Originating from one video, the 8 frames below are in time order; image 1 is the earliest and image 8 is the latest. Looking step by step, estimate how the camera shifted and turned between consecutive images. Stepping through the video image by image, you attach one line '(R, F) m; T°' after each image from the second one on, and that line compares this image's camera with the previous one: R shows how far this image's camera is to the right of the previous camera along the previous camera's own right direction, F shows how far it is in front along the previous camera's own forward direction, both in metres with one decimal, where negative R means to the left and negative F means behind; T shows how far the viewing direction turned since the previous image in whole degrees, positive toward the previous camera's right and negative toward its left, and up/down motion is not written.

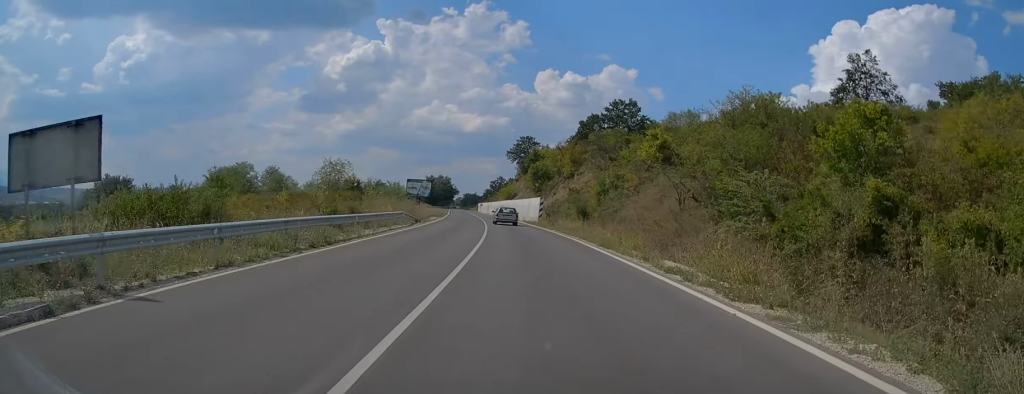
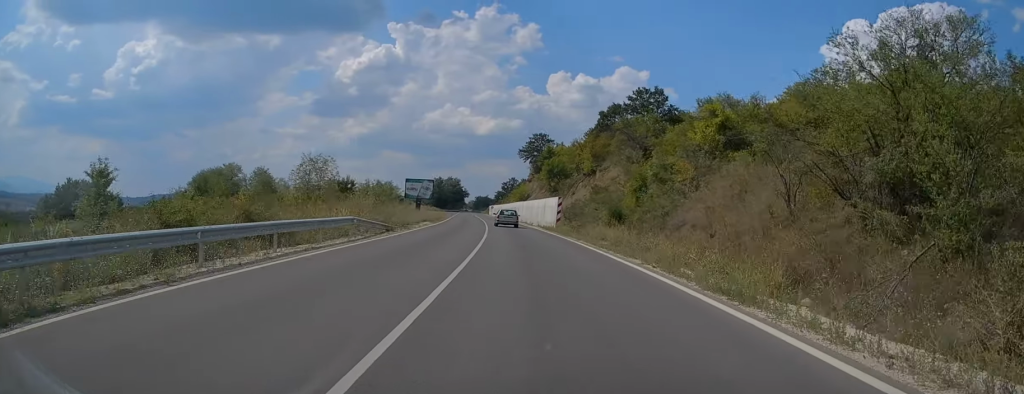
(0.0, +12.8) m; -2°
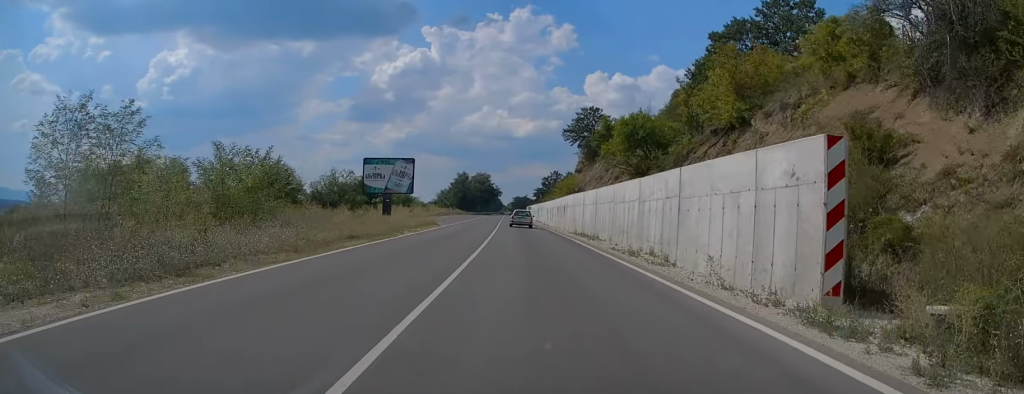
(-2.2, +44.8) m; -5°
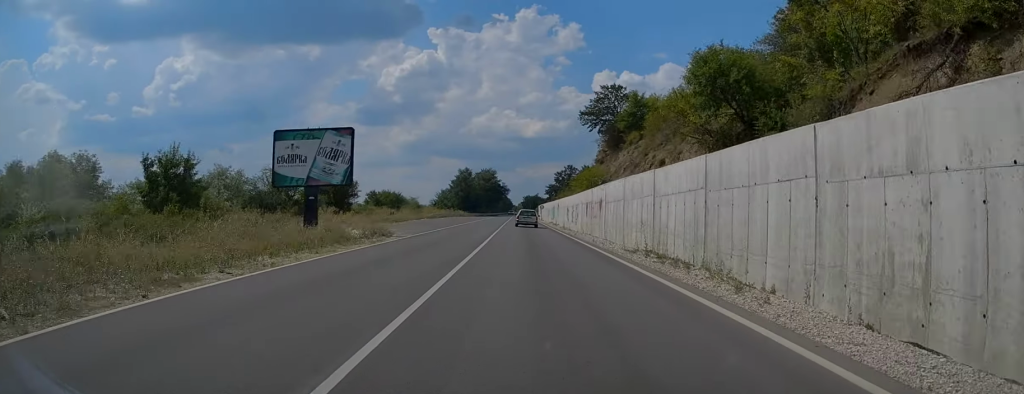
(-0.3, +21.3) m; -1°
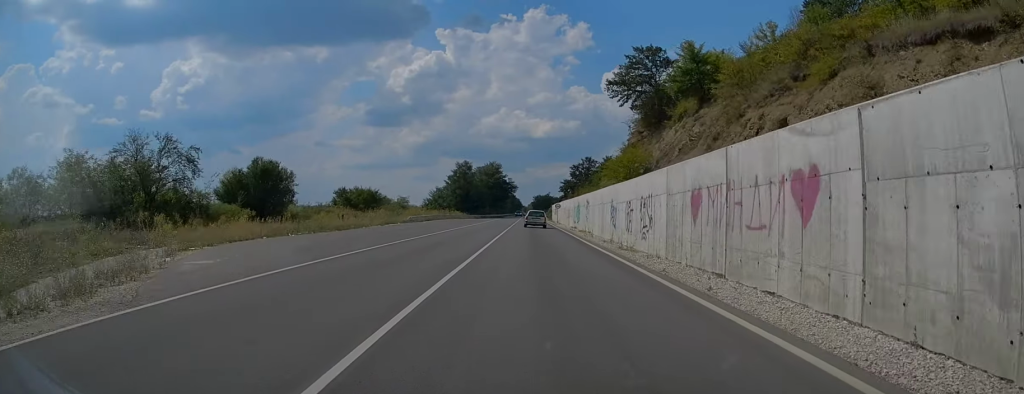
(-0.1, +25.6) m; -1°
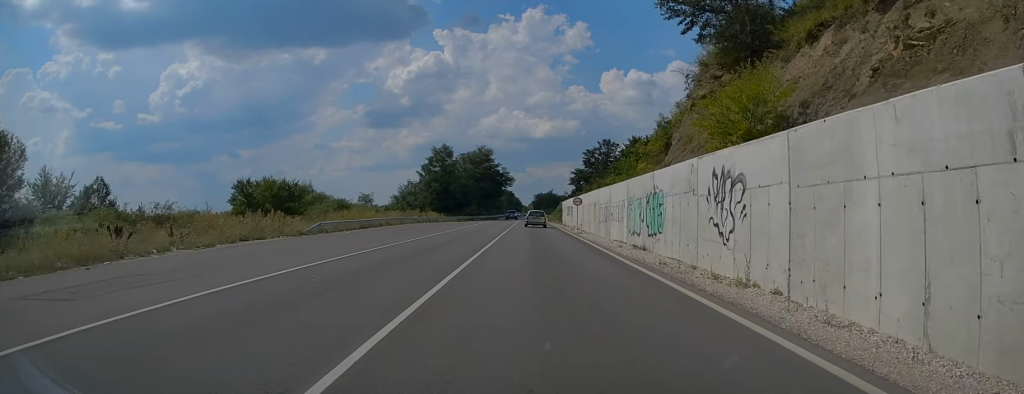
(-0.5, +33.4) m; 0°
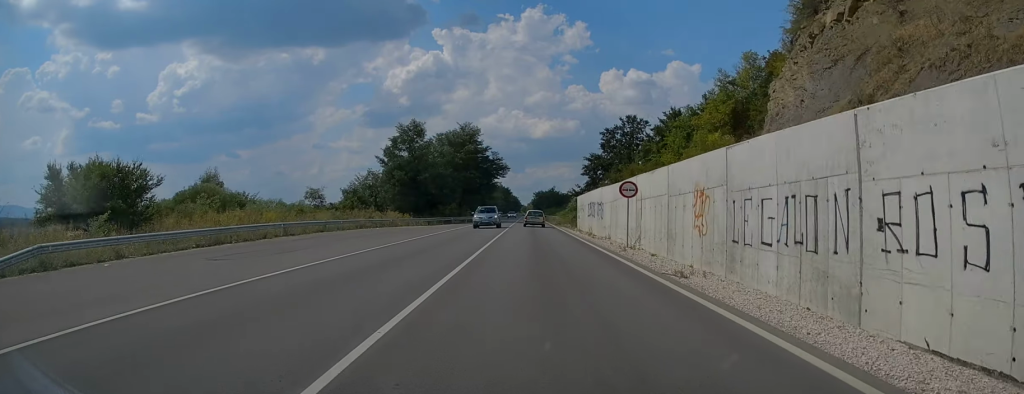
(+0.5, +26.6) m; 0°
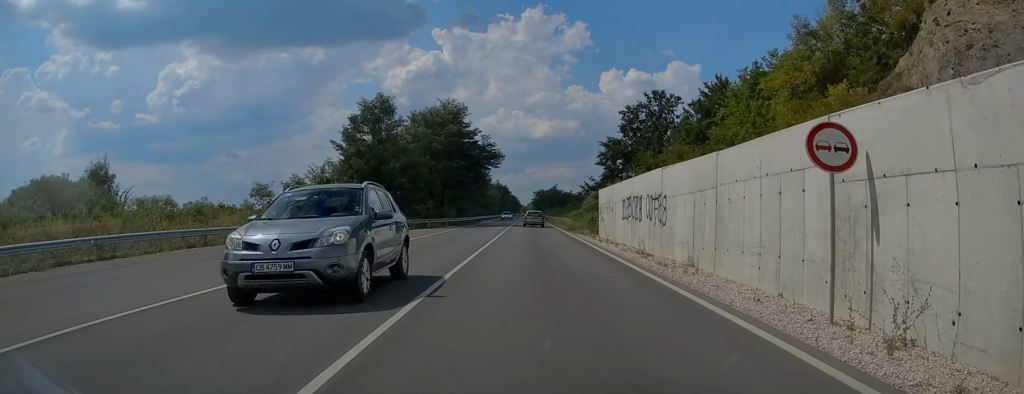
(-0.3, +17.1) m; 0°
